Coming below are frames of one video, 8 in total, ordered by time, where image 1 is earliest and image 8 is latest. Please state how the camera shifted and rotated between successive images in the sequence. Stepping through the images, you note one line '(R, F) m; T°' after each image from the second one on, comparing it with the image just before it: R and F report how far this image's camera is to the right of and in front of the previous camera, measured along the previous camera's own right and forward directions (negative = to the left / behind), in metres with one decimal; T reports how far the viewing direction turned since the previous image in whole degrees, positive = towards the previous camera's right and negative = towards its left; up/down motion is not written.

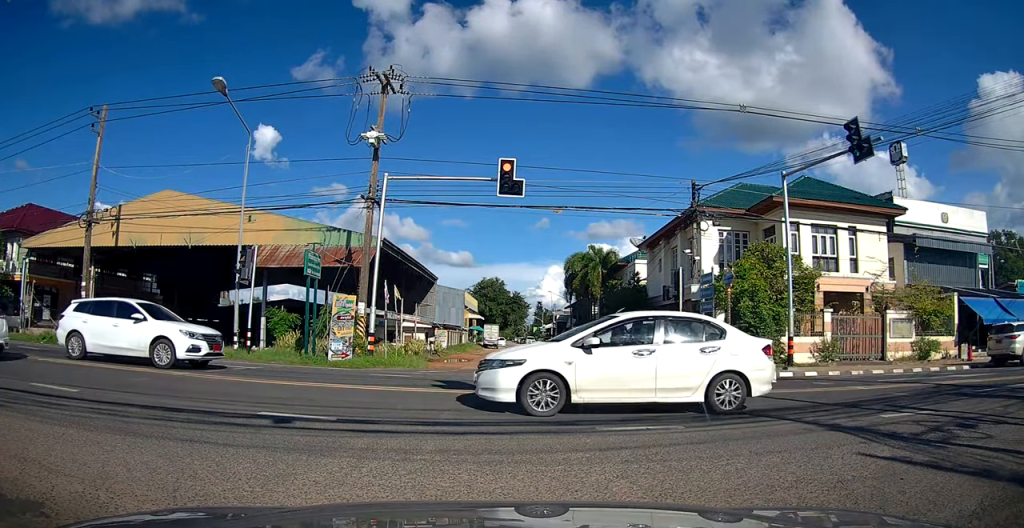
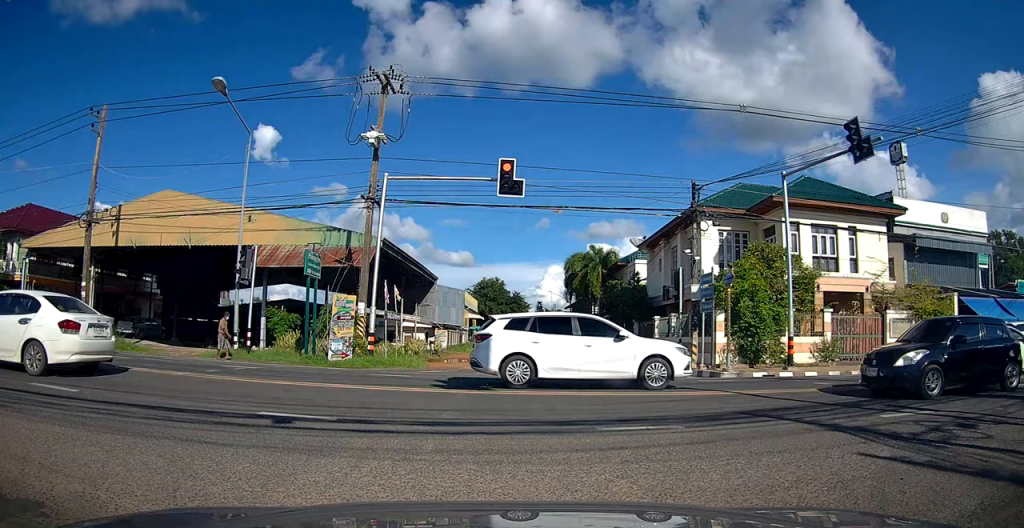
(0.0, 0.0) m; 0°
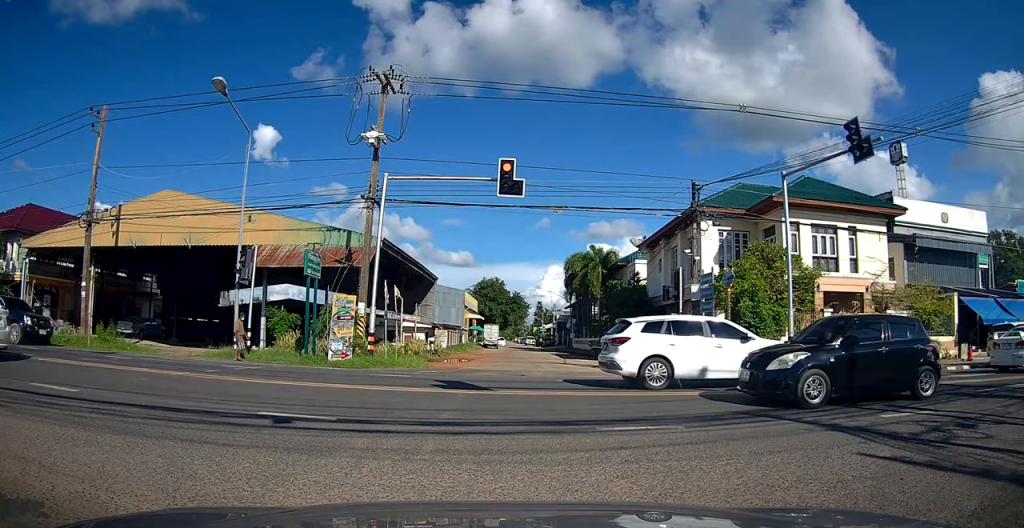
(0.0, 0.0) m; 0°
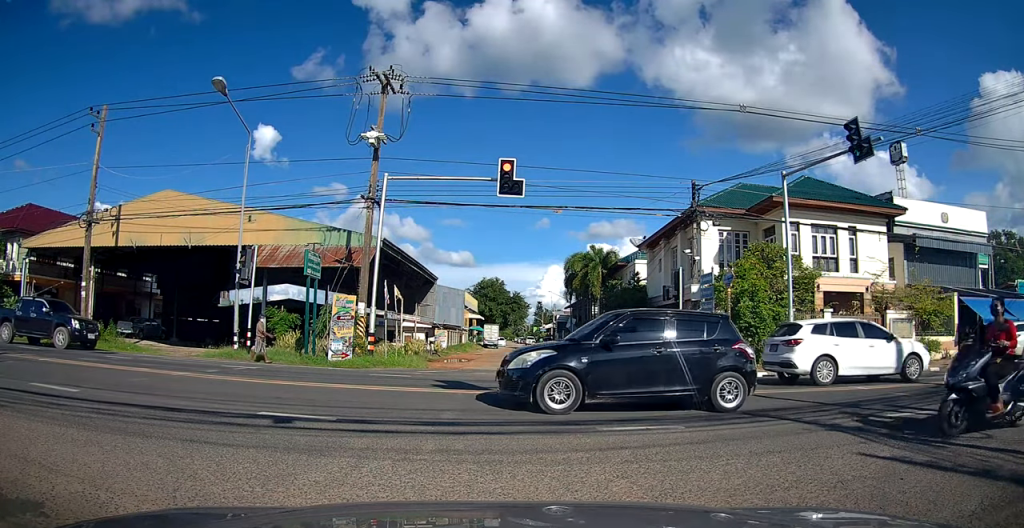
(0.0, 0.0) m; 0°
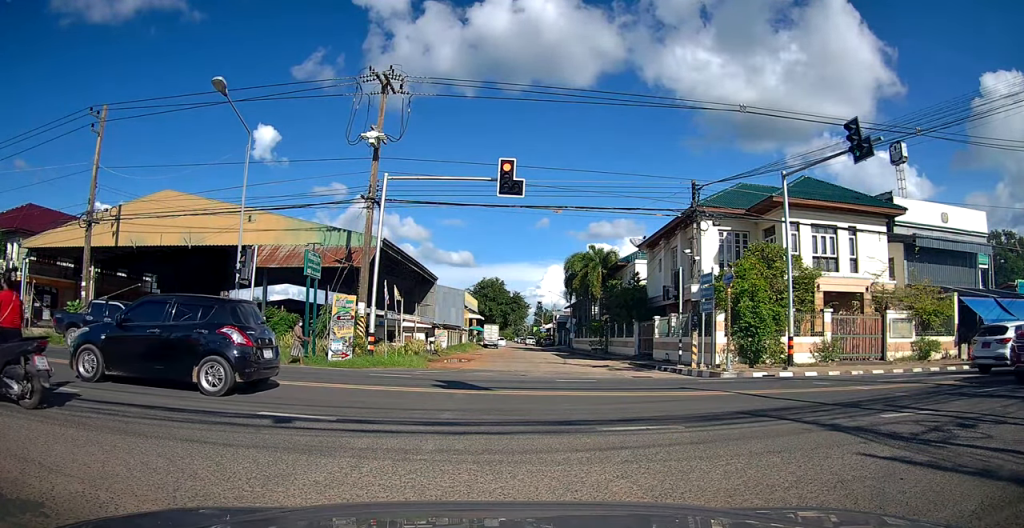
(0.0, 0.0) m; 0°
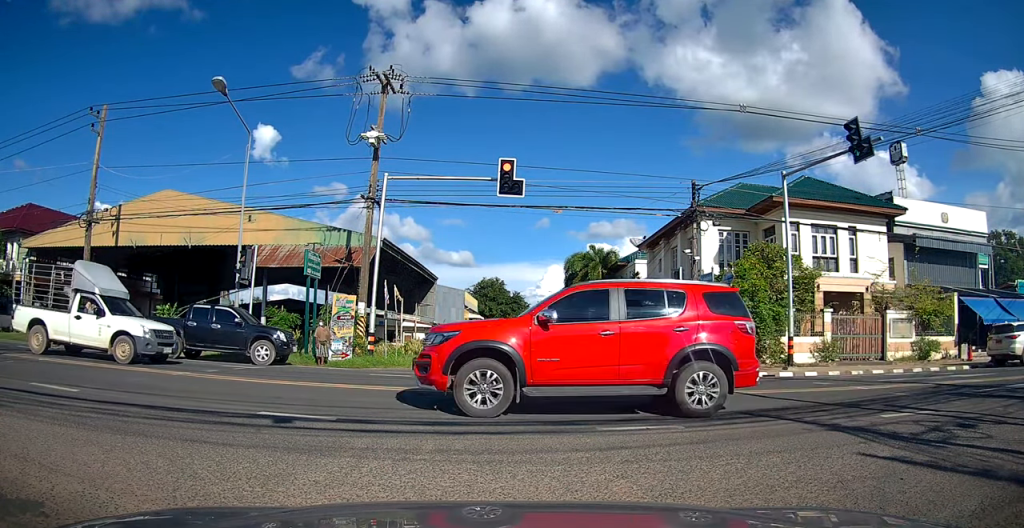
(0.0, 0.0) m; 0°
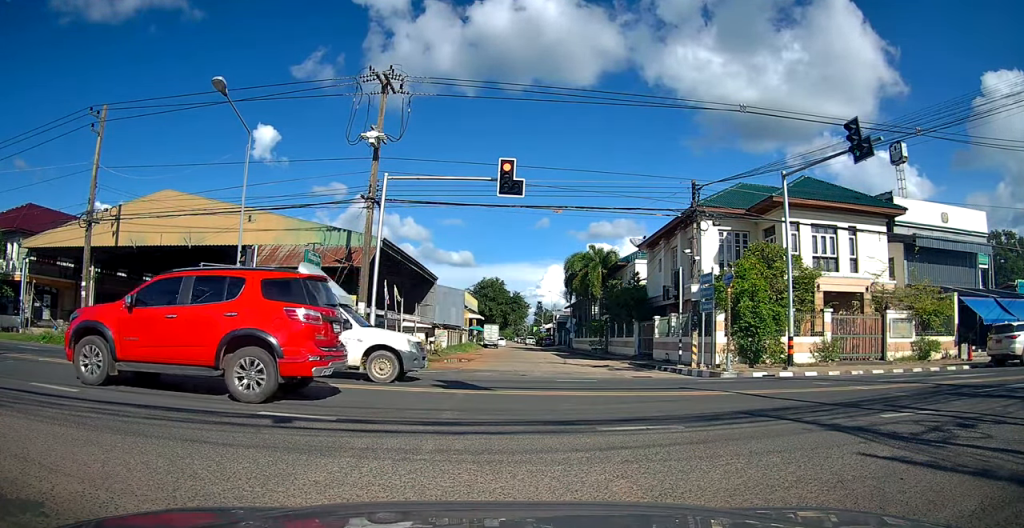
(0.0, 0.0) m; 0°
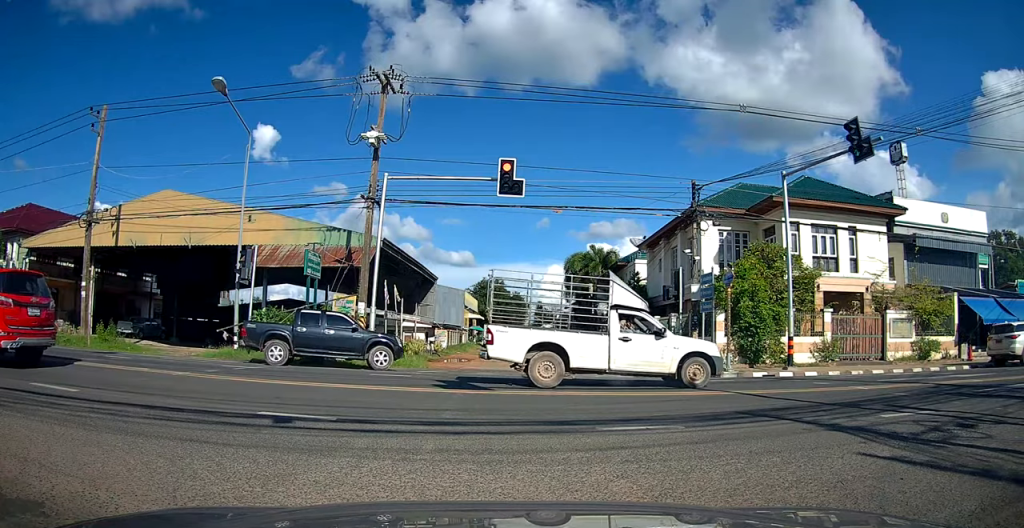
(0.0, 0.0) m; 0°
